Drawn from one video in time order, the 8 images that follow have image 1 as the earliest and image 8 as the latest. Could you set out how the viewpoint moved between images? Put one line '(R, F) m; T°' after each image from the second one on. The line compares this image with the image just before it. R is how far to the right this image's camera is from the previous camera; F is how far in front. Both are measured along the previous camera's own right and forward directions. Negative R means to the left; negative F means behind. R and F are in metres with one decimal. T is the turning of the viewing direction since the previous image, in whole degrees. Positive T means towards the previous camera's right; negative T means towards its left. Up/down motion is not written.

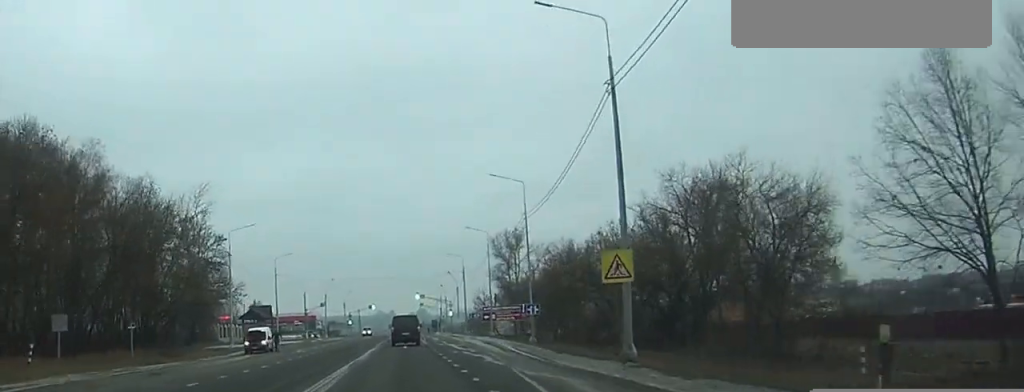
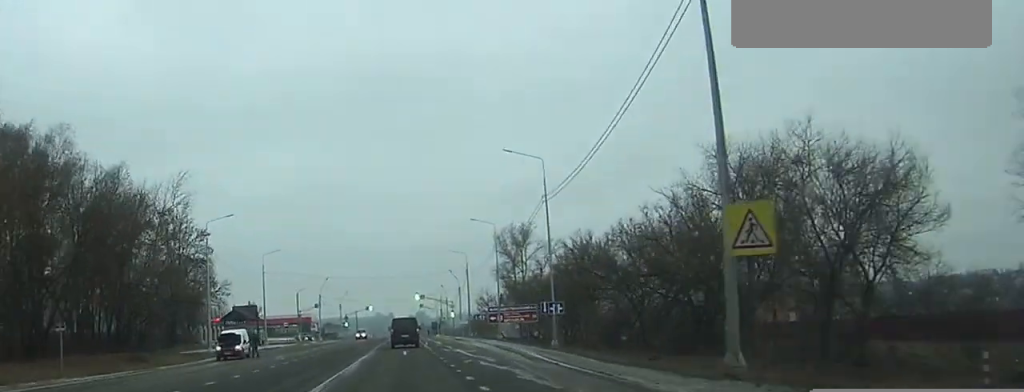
(0.0, +10.0) m; 0°
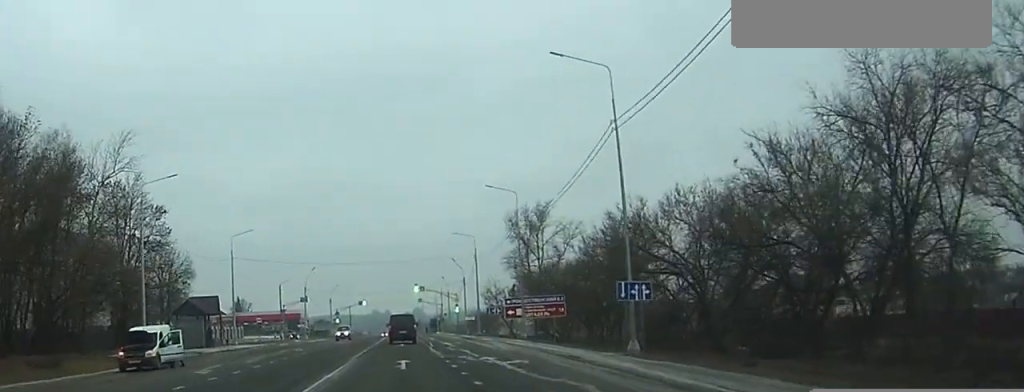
(0.0, +19.0) m; 0°
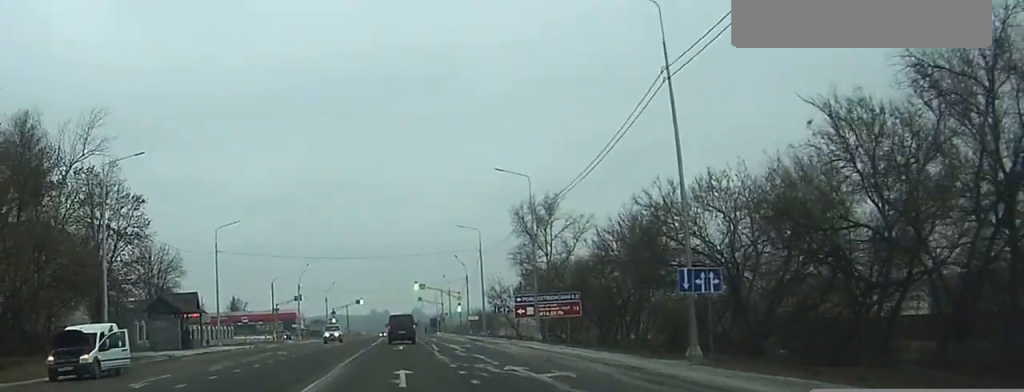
(0.0, +7.4) m; 0°
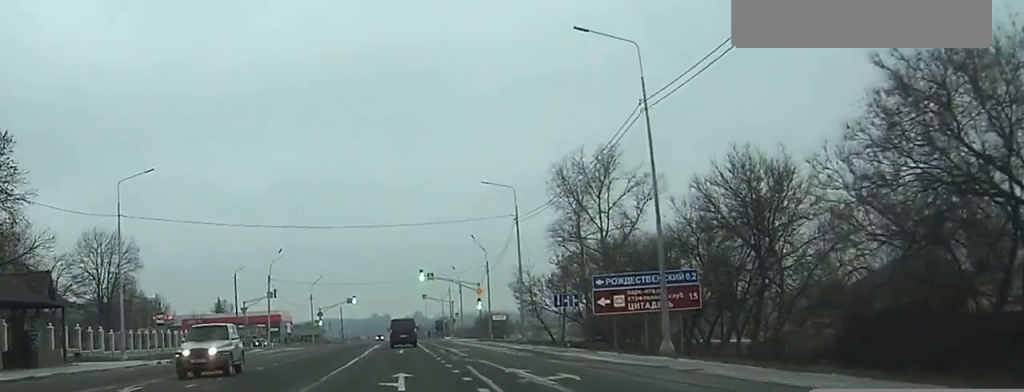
(0.0, +30.1) m; 0°
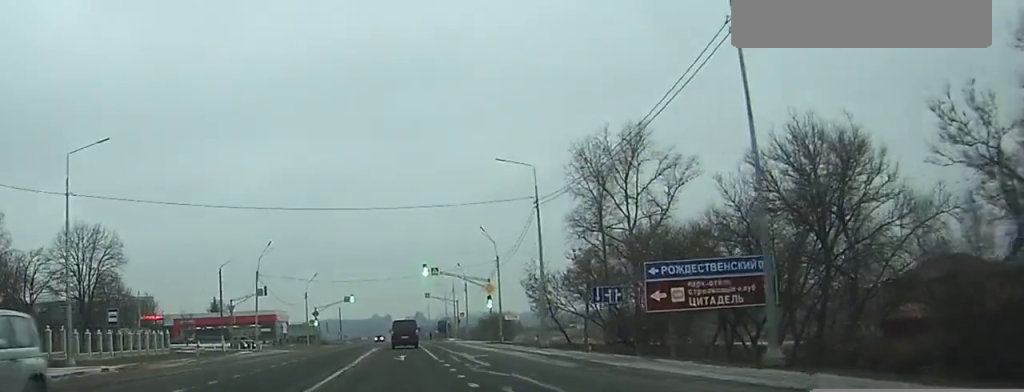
(0.0, +9.4) m; 0°
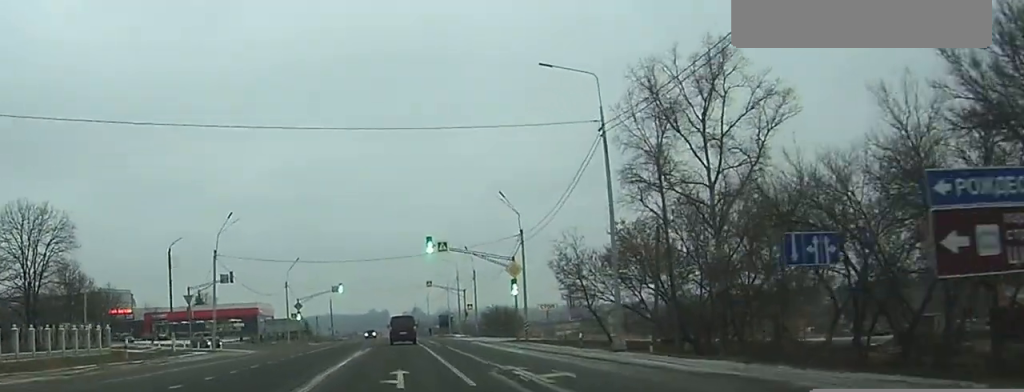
(0.0, +20.2) m; 0°
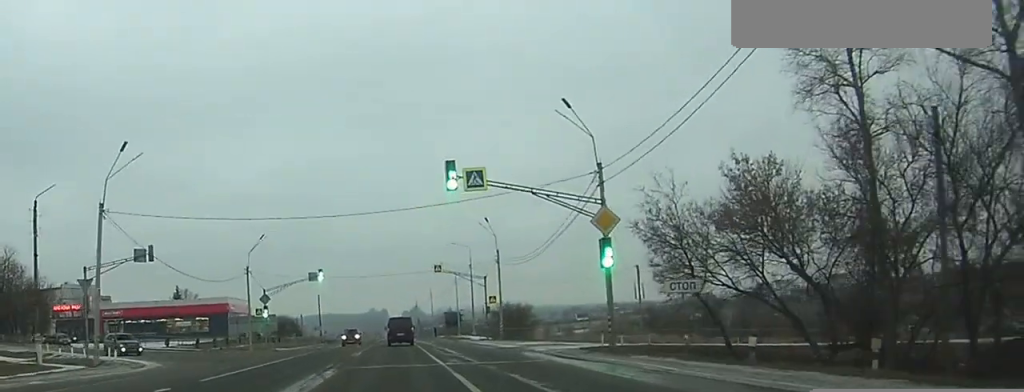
(0.0, +28.8) m; 0°
